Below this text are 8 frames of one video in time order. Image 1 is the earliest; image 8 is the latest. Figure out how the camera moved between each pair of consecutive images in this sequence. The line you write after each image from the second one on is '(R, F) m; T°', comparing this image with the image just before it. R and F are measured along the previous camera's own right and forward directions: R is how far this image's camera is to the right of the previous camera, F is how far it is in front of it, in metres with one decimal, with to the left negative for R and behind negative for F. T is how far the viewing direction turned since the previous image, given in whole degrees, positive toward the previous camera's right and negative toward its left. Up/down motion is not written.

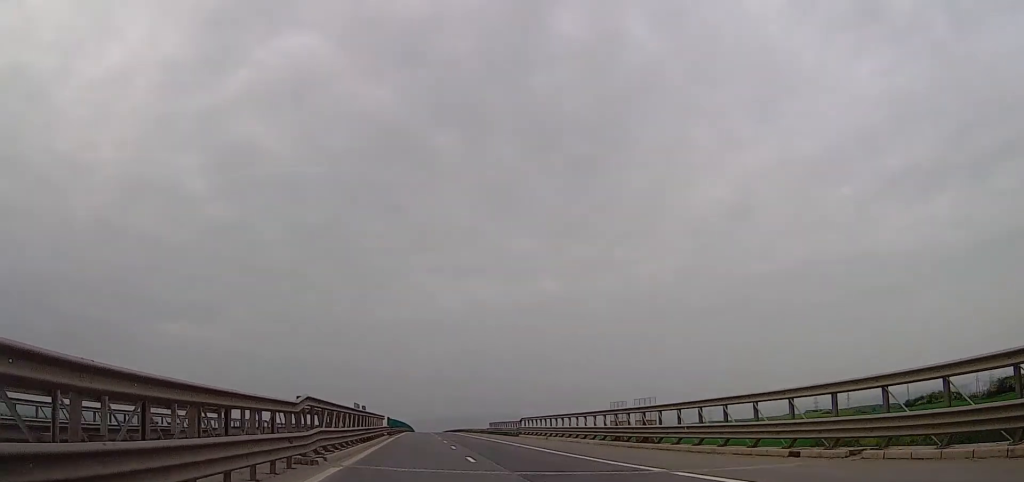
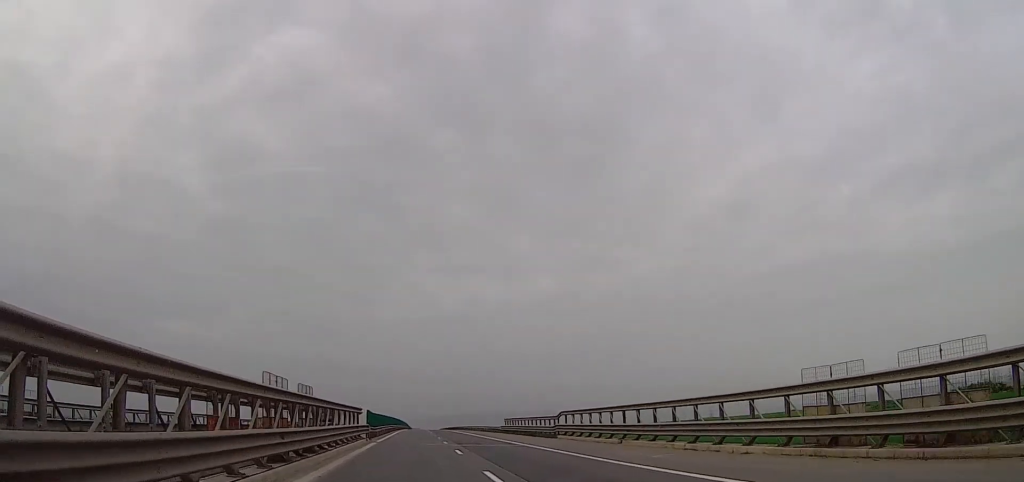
(-0.4, +19.0) m; +1°
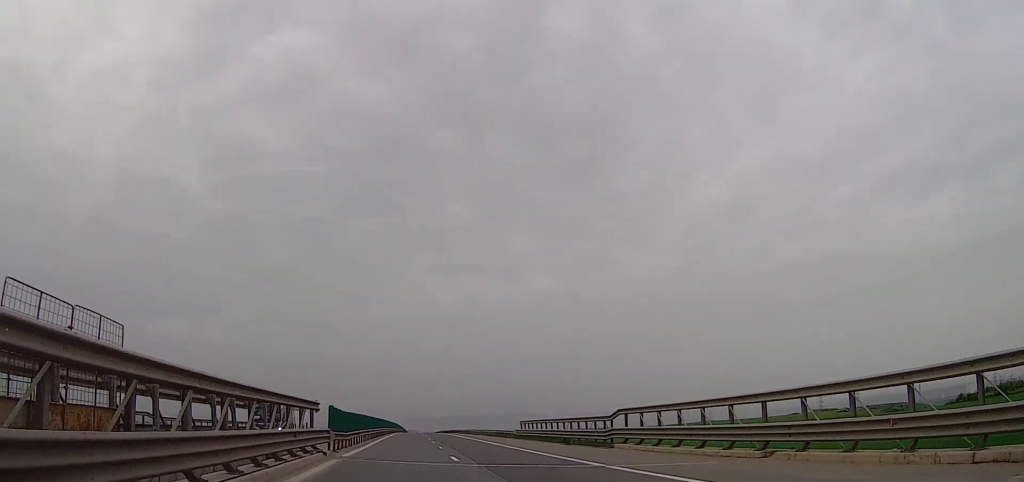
(+0.7, +14.0) m; +2°
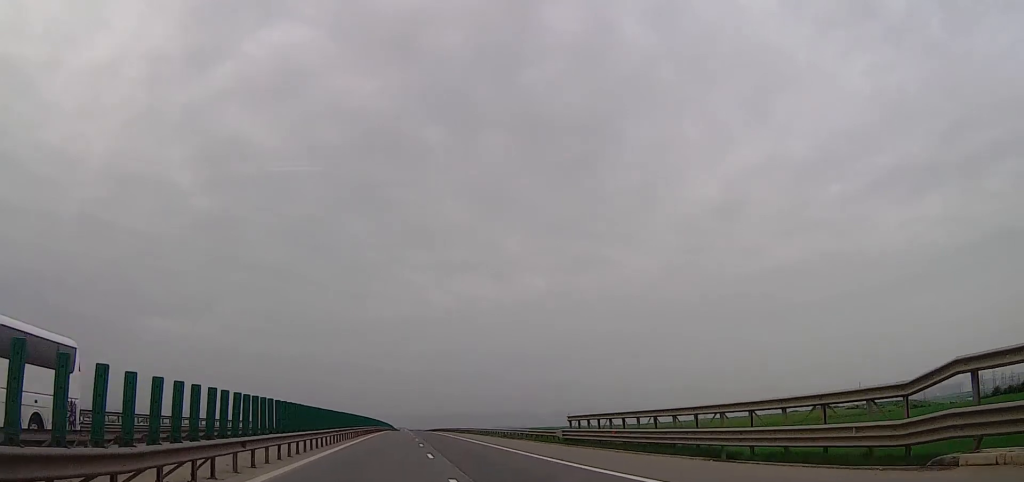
(+0.1, +22.4) m; -3°
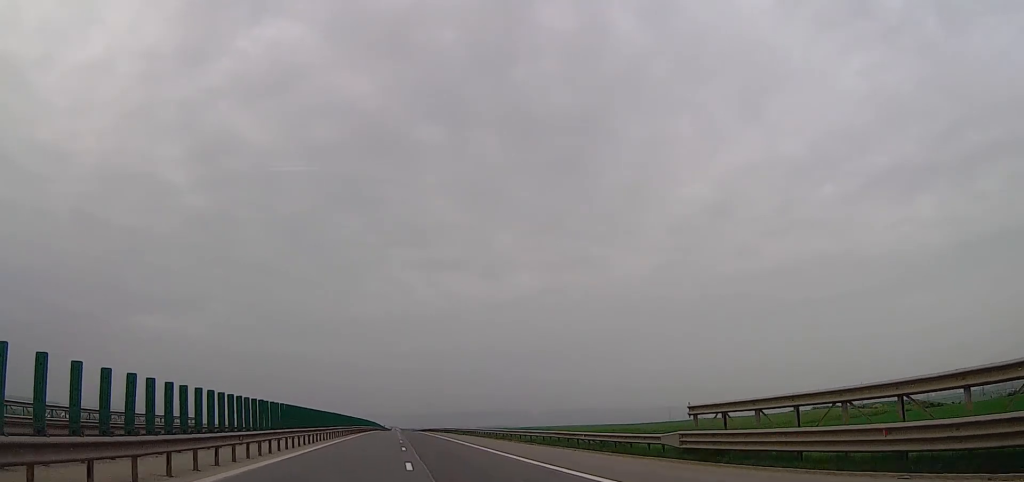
(-0.6, +17.0) m; -1°
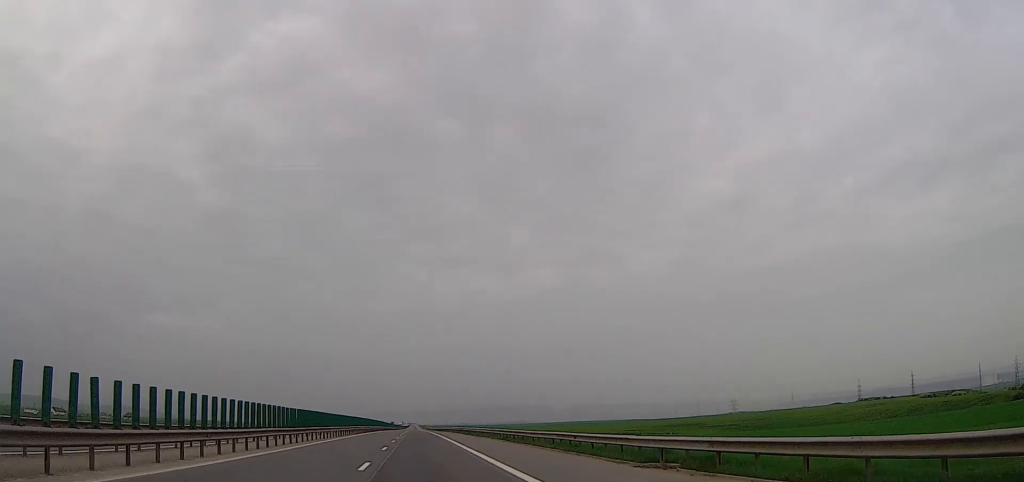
(+2.0, +60.4) m; +3°
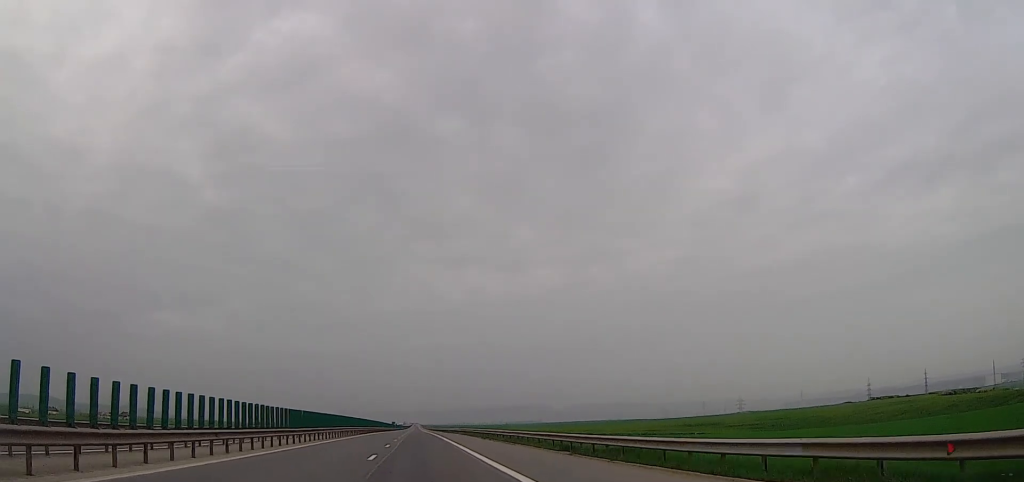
(0.0, +18.7) m; 0°
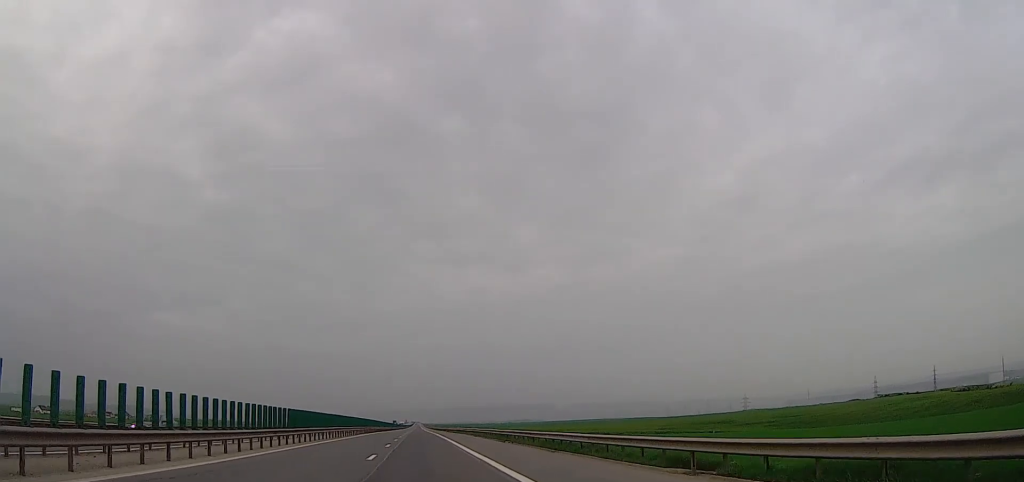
(0.0, +12.2) m; 0°
